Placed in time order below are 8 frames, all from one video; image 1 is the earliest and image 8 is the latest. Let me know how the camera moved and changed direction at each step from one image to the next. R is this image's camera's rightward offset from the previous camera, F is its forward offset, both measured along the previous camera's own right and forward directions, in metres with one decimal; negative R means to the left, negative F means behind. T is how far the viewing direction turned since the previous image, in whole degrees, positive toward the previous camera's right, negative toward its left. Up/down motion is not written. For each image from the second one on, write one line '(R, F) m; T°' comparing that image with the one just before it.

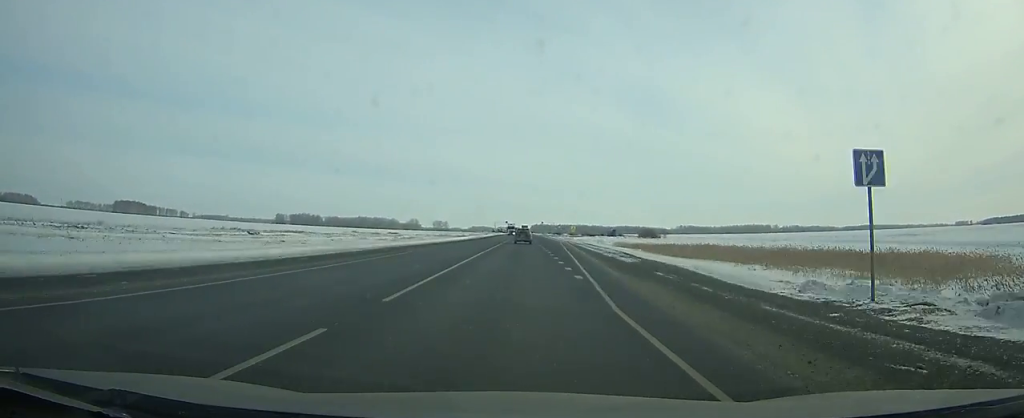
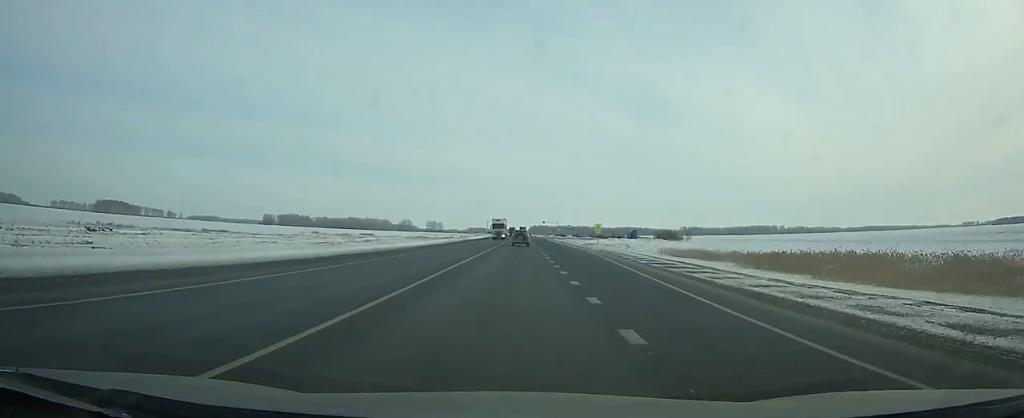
(+0.1, +43.7) m; 0°
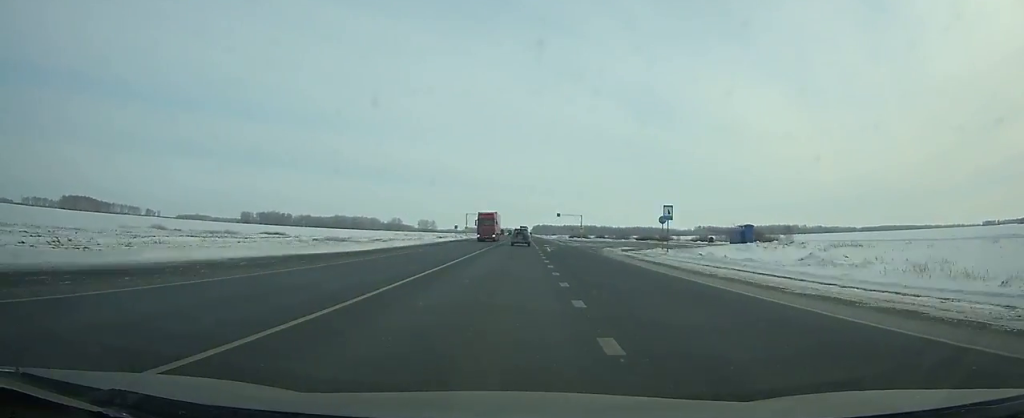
(-0.1, +86.5) m; 0°
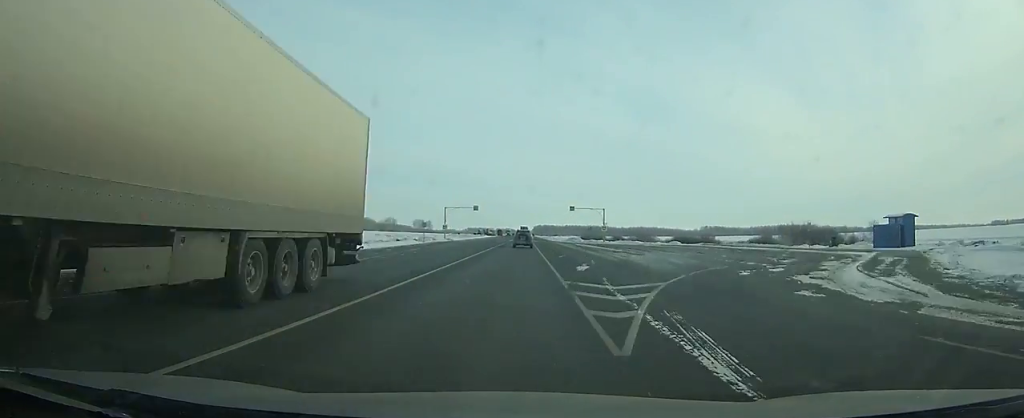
(-0.1, +38.7) m; 0°
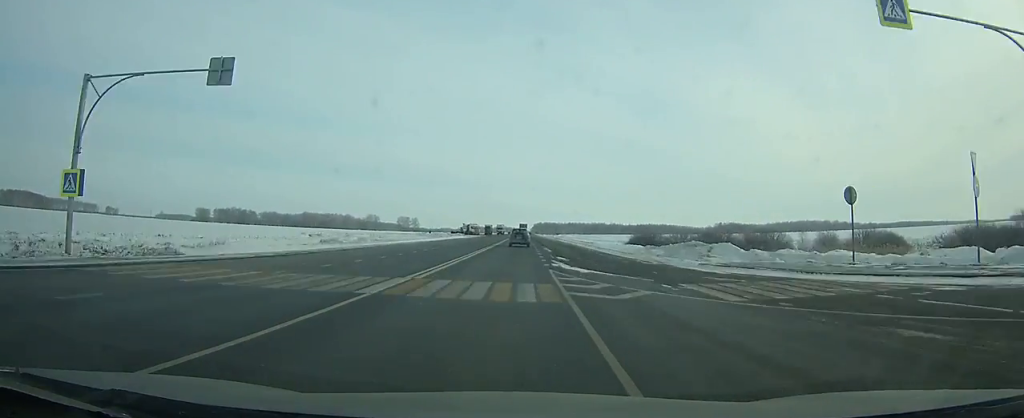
(-0.1, +89.5) m; 0°
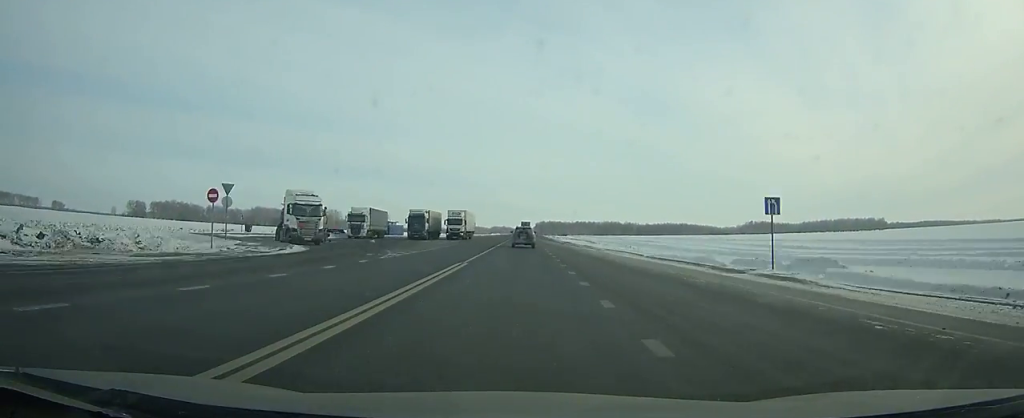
(-0.1, +152.1) m; 0°
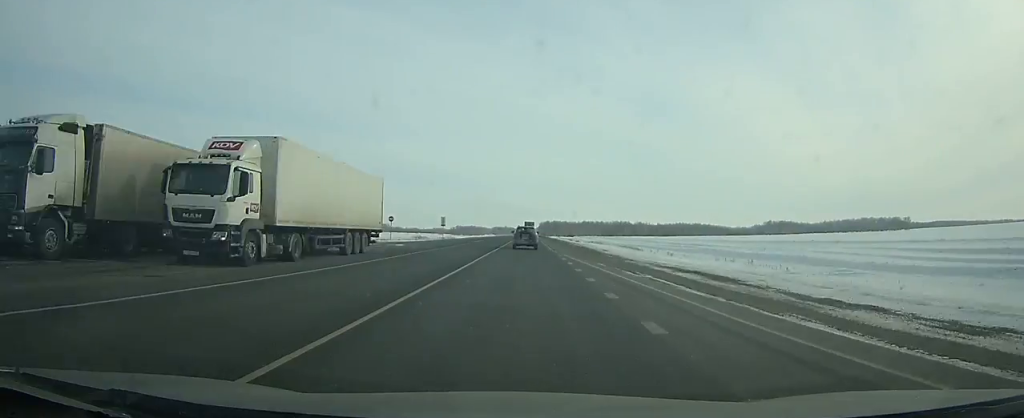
(-0.1, +62.3) m; 0°
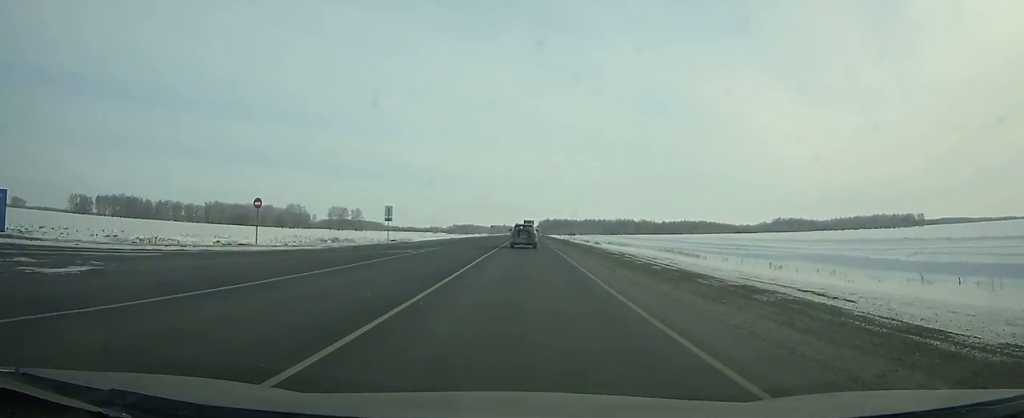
(0.0, +37.9) m; 0°
